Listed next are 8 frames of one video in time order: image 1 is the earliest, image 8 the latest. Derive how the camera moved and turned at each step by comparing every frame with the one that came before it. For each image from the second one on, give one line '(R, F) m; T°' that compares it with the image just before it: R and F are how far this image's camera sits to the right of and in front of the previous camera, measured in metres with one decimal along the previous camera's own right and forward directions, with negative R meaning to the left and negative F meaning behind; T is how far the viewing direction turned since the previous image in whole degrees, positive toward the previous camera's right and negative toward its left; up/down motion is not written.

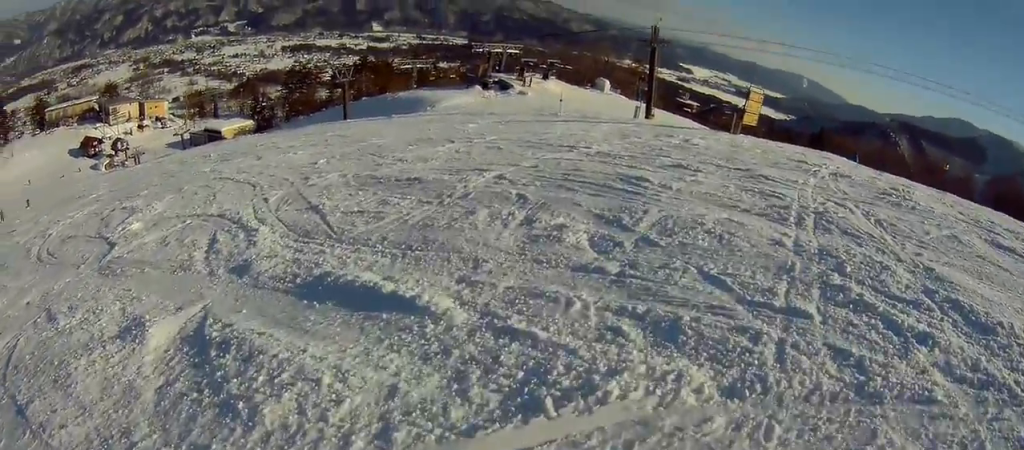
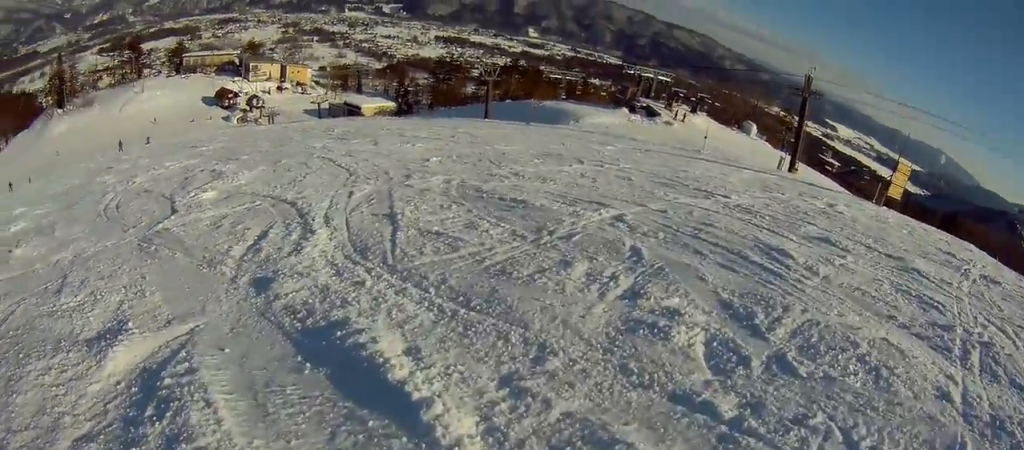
(+0.2, +2.2) m; +1°
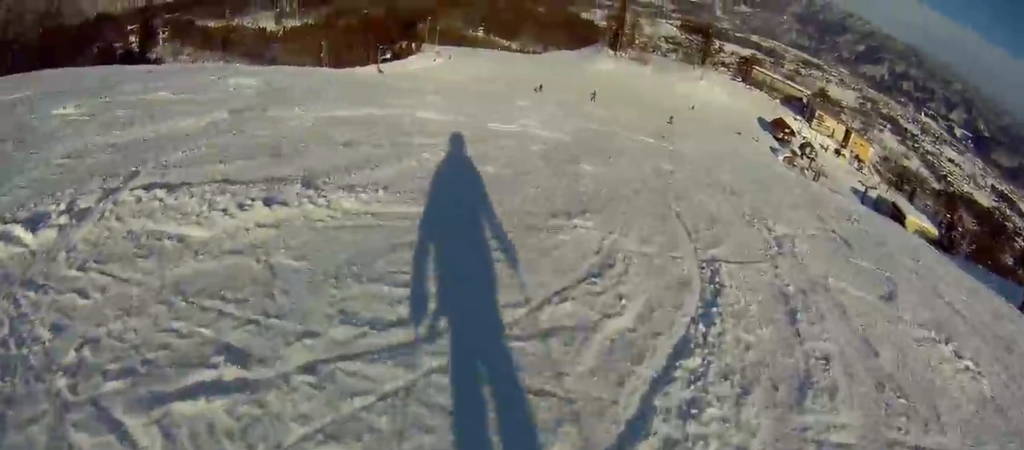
(-2.0, +13.9) m; -31°
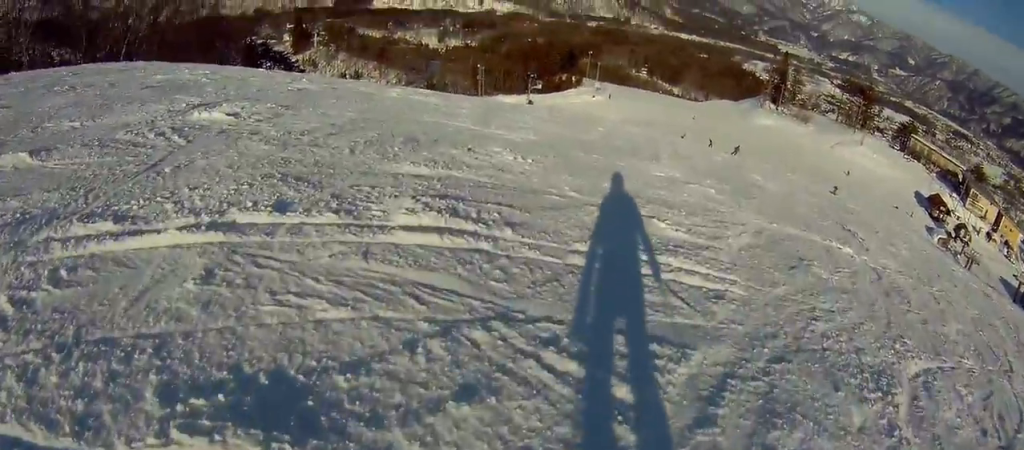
(-1.4, +6.2) m; -20°
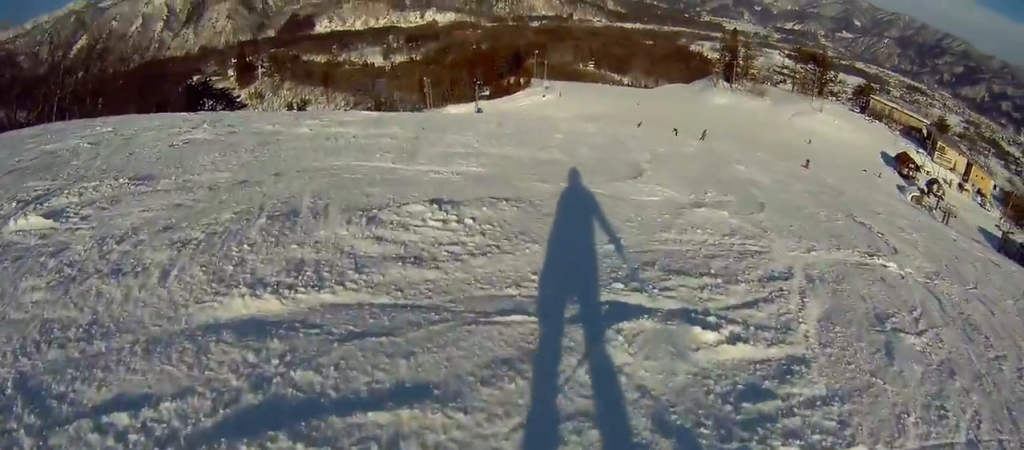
(-0.3, +3.5) m; -9°
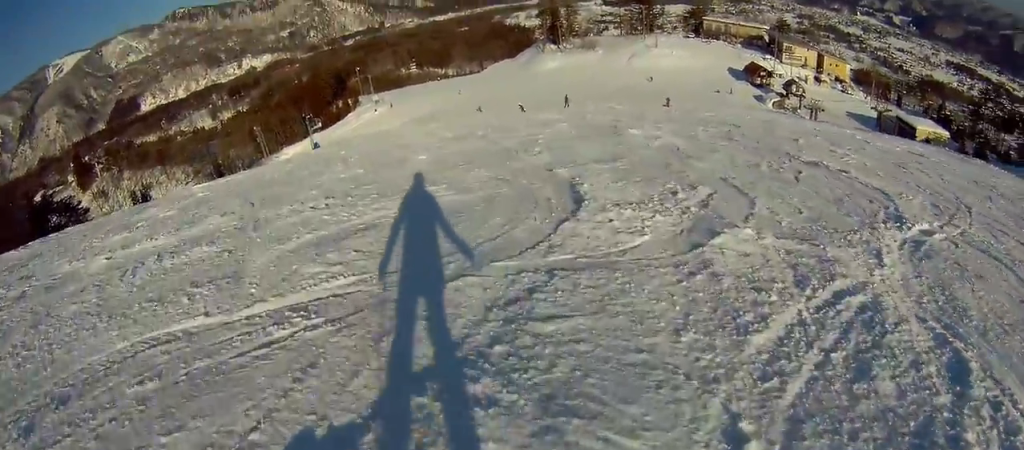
(-0.4, +4.6) m; +2°
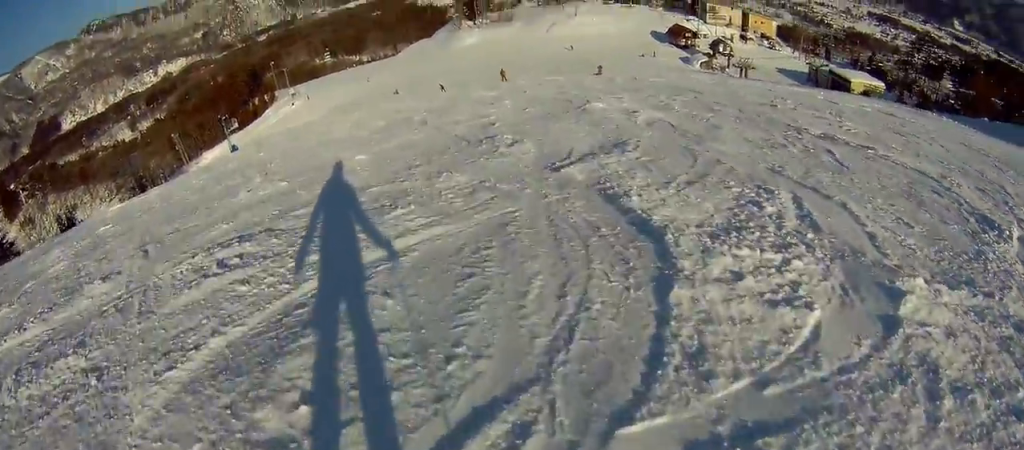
(-0.4, +3.3) m; +1°
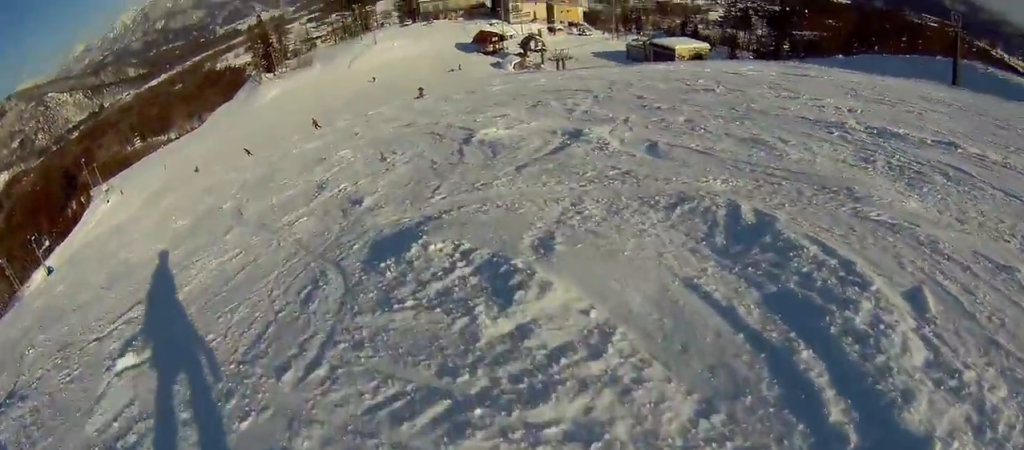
(+1.0, +7.0) m; +16°
